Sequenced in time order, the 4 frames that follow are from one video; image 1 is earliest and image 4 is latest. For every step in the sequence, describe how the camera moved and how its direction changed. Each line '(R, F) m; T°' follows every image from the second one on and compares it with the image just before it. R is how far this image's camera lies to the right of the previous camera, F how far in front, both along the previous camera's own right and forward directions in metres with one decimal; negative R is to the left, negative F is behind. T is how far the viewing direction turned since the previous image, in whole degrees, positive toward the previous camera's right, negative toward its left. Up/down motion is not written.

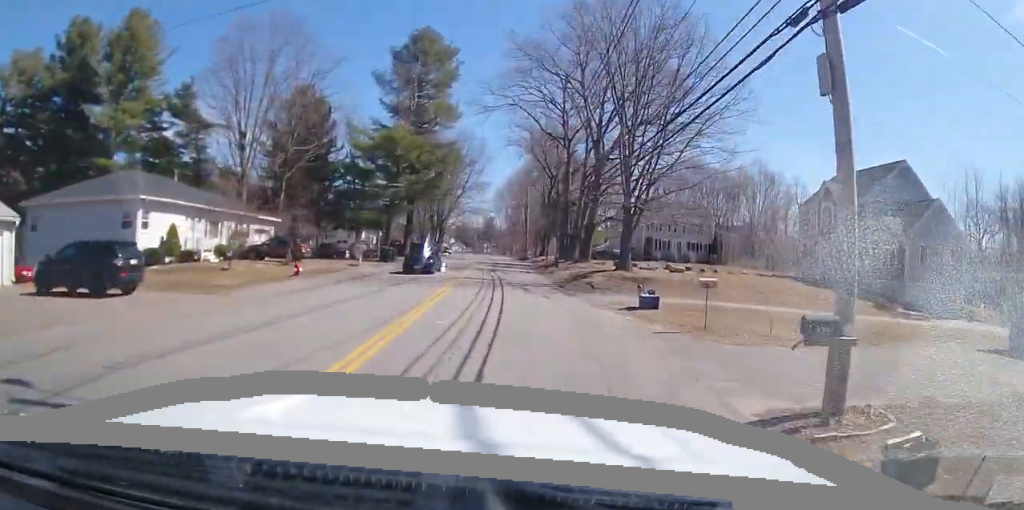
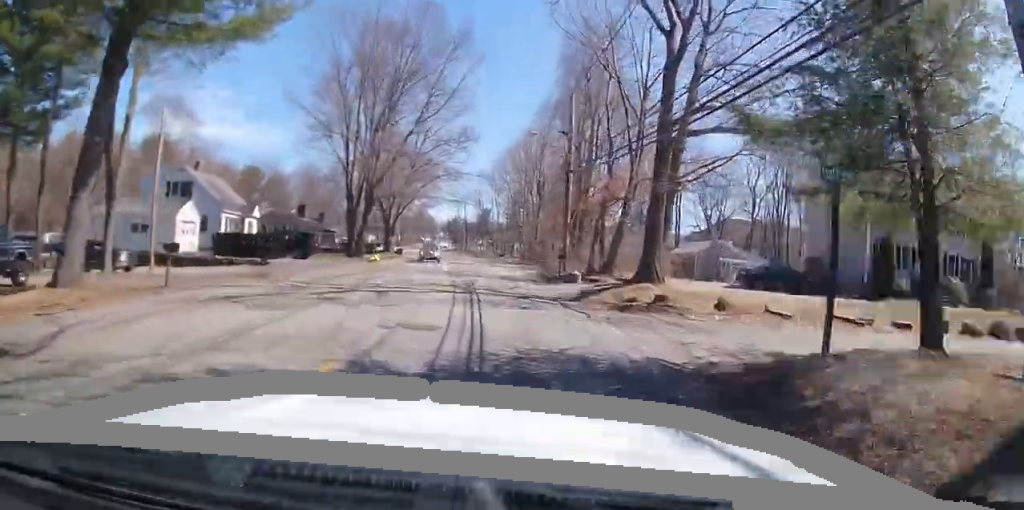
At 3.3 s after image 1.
(-3.2, +55.3) m; -8°
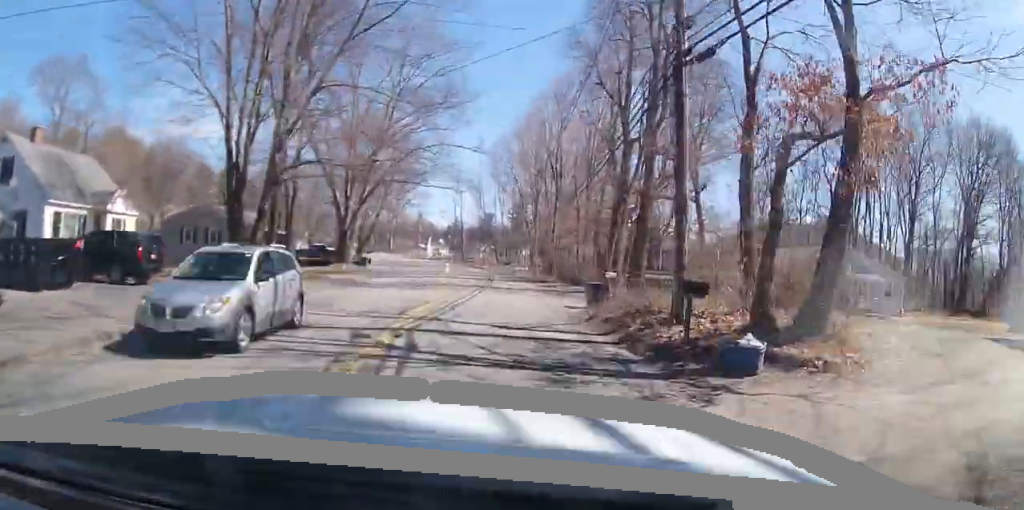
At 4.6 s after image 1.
(+0.2, +21.1) m; 0°
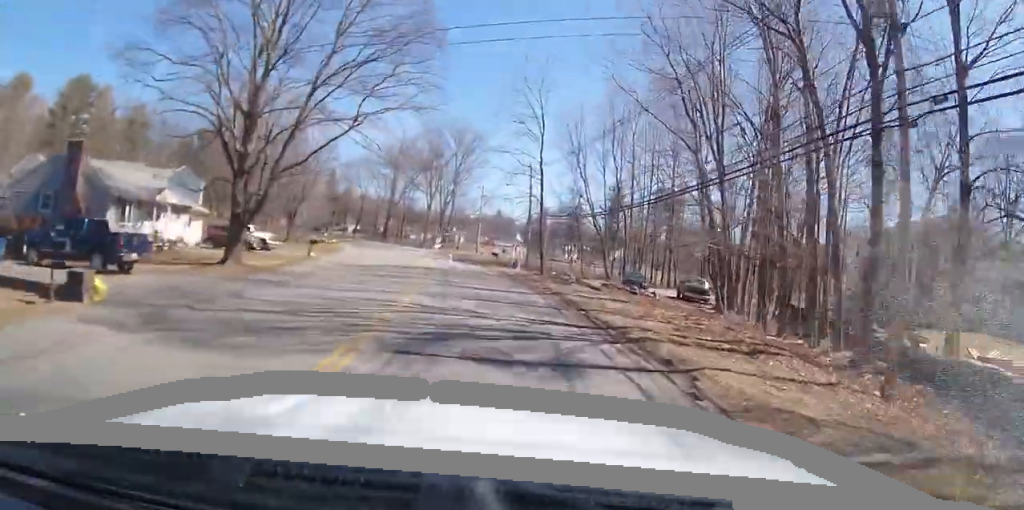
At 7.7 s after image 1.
(-2.1, +49.5) m; -4°
